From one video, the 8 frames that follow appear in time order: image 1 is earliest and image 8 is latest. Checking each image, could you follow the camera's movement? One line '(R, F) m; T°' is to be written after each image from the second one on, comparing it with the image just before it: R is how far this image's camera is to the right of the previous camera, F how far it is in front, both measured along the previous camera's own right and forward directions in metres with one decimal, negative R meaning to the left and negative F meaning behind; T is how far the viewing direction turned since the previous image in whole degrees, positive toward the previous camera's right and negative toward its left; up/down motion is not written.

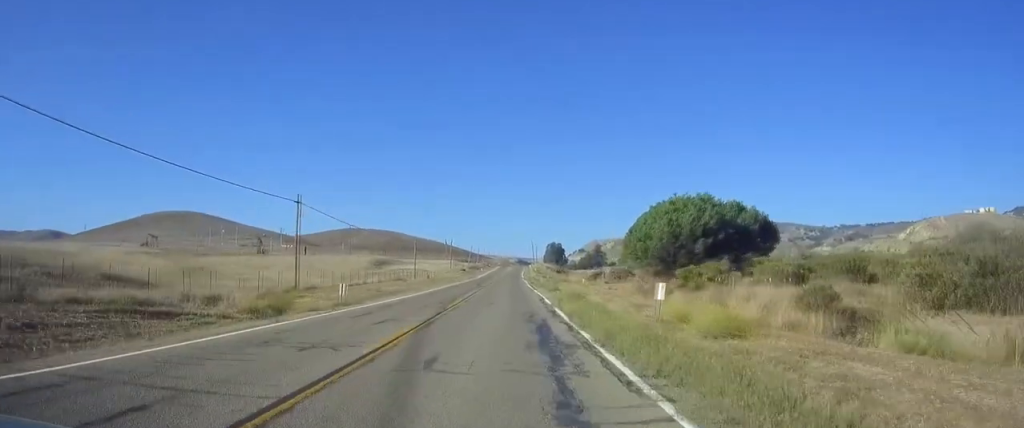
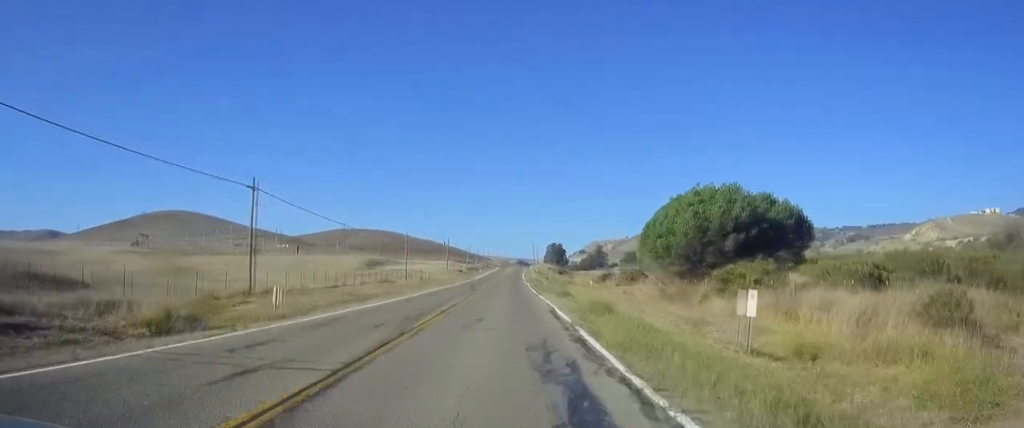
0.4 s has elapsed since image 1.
(0.0, +9.5) m; 0°
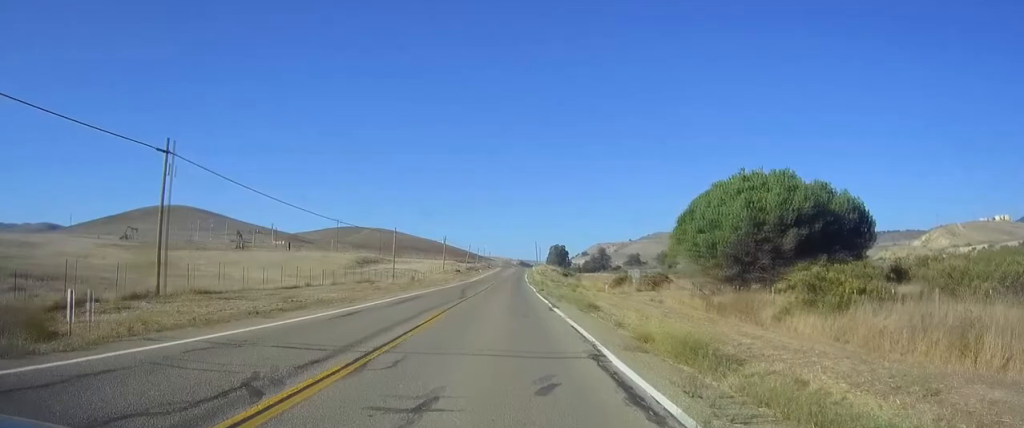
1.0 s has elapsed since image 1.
(0.0, +12.3) m; 0°
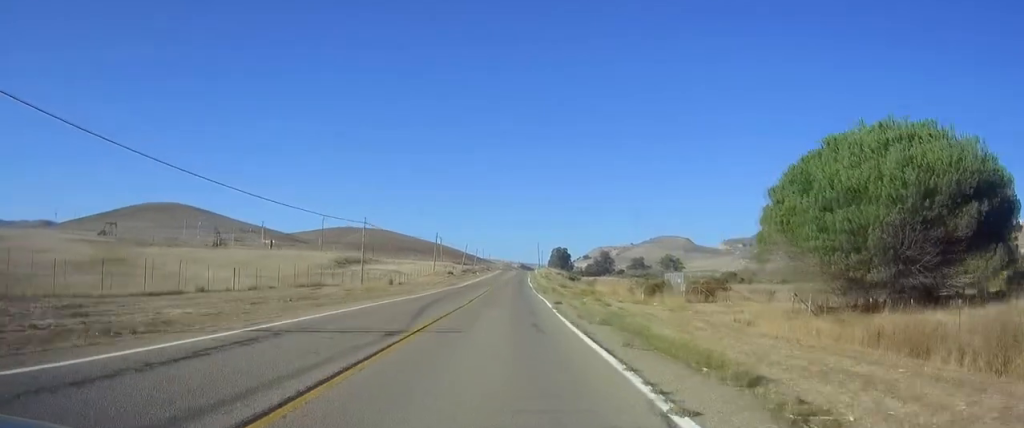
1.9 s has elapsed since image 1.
(0.0, +19.5) m; 0°
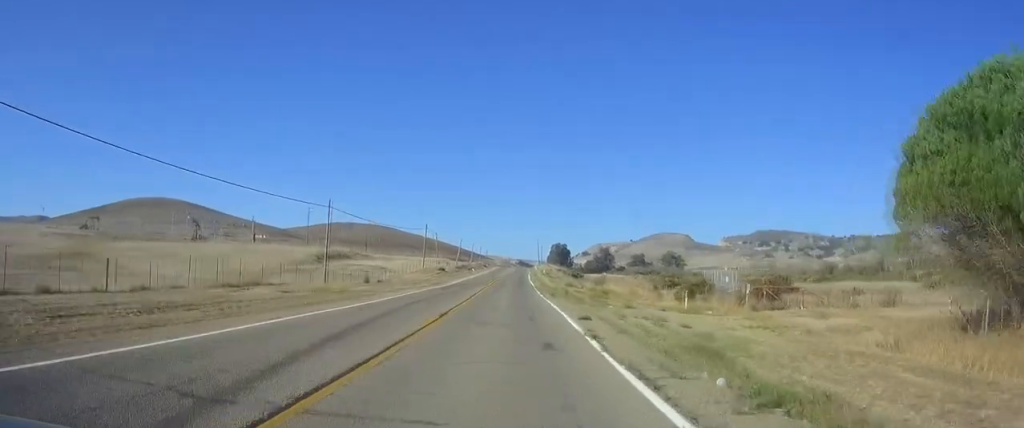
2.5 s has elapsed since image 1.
(0.0, +13.7) m; 0°
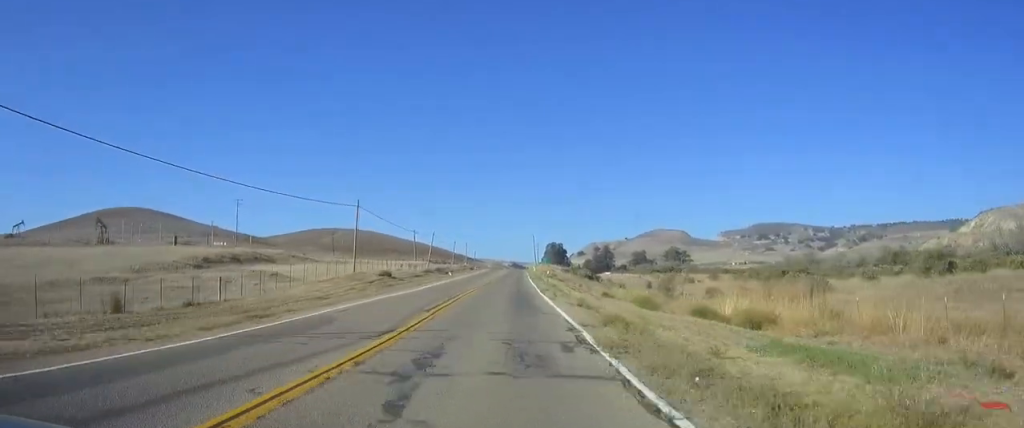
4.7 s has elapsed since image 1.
(+0.1, +49.2) m; 0°
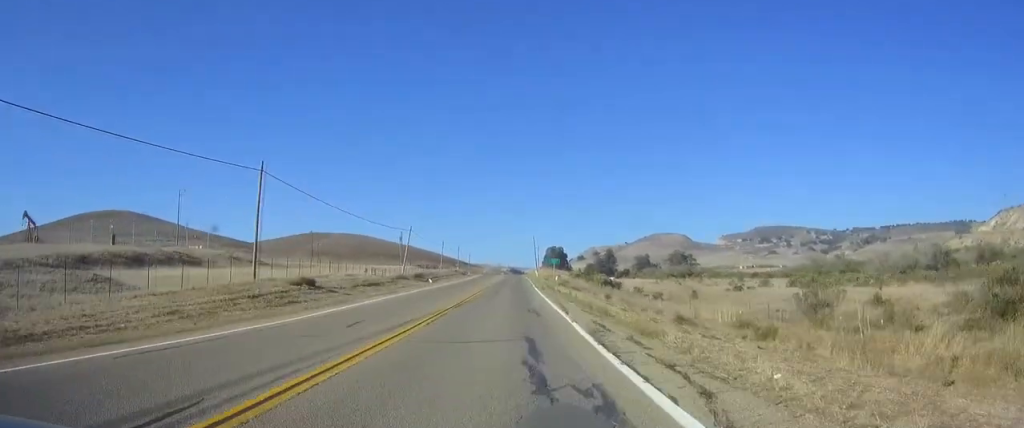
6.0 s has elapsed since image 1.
(+0.1, +29.2) m; 0°
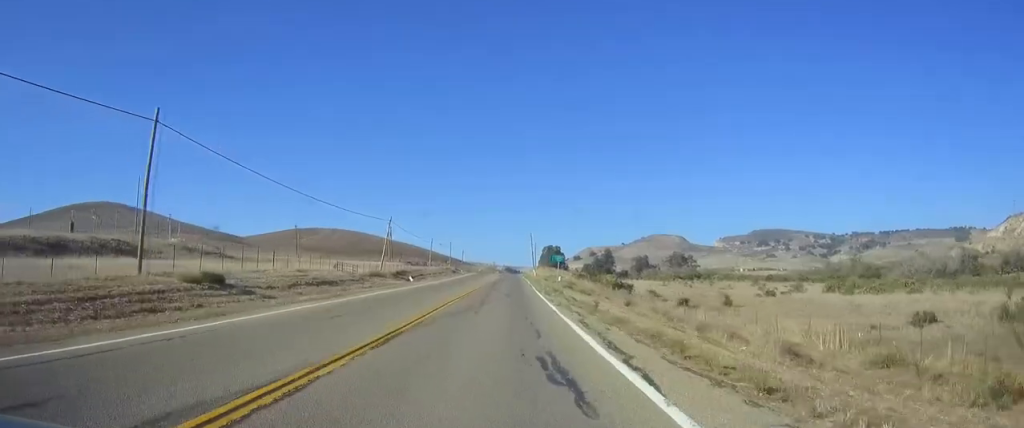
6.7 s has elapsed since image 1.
(+0.1, +14.8) m; 0°
